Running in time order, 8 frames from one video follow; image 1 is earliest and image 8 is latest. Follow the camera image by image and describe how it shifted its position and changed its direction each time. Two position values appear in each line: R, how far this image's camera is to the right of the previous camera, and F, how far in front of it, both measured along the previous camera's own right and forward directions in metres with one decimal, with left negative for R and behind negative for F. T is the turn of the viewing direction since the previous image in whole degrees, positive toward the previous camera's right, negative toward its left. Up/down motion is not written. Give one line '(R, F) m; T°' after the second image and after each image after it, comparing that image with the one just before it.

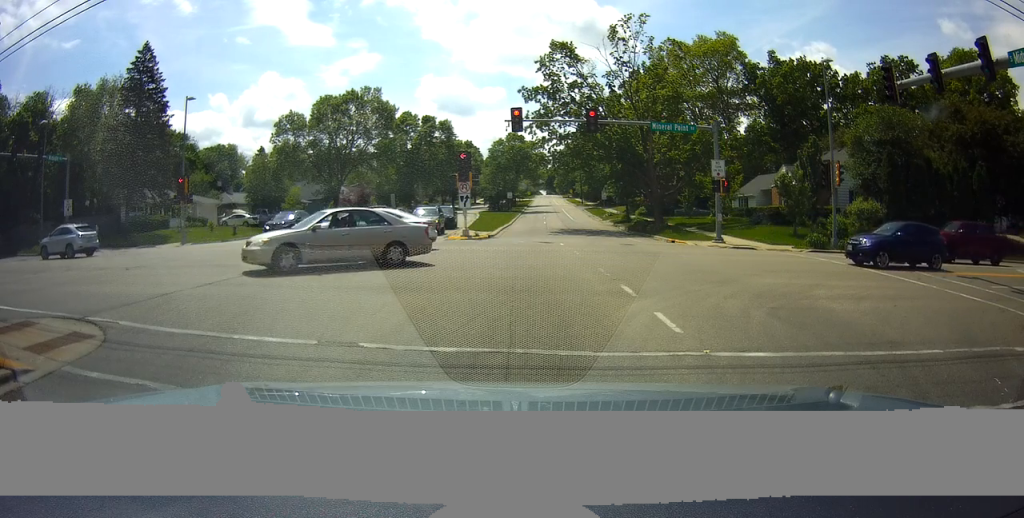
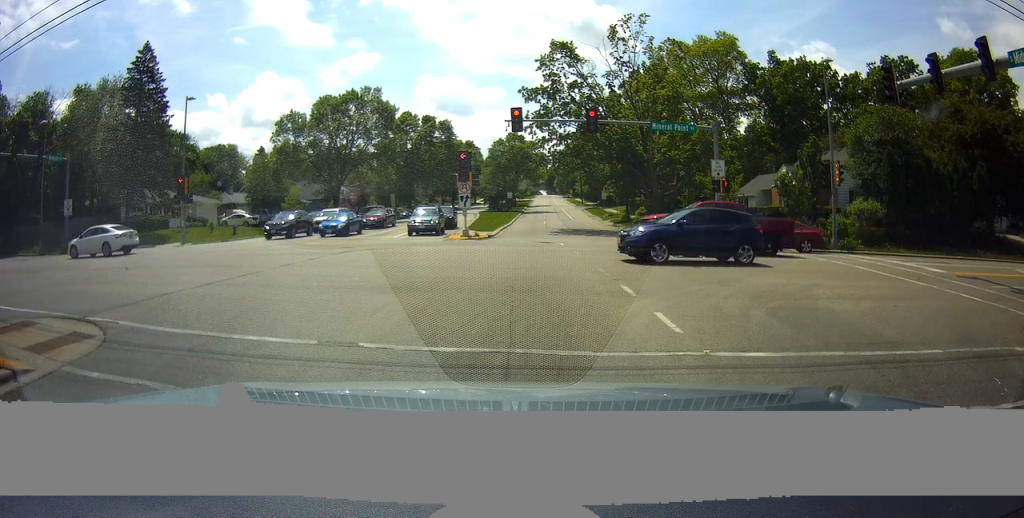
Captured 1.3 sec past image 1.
(0.0, 0.0) m; 0°
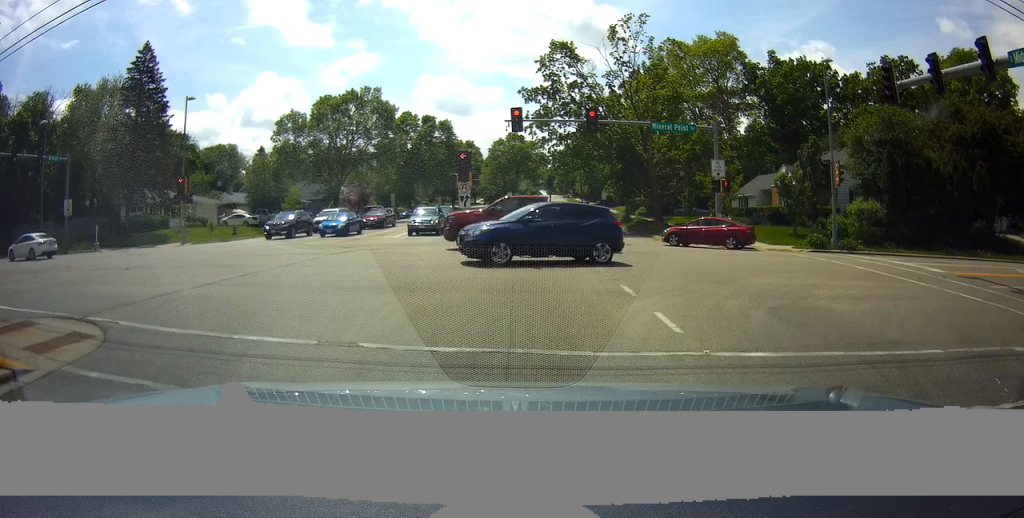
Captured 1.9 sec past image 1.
(0.0, 0.0) m; 0°
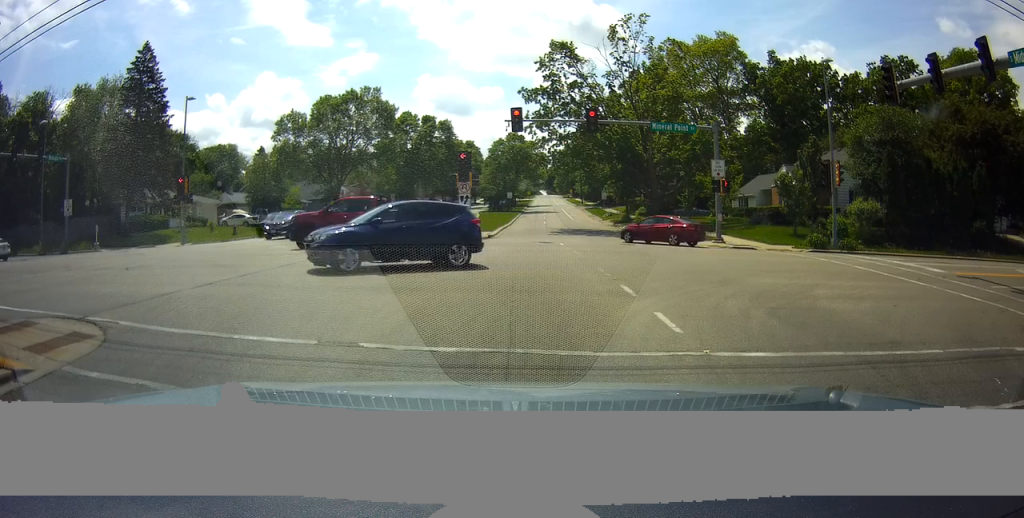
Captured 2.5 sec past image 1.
(0.0, 0.0) m; 0°
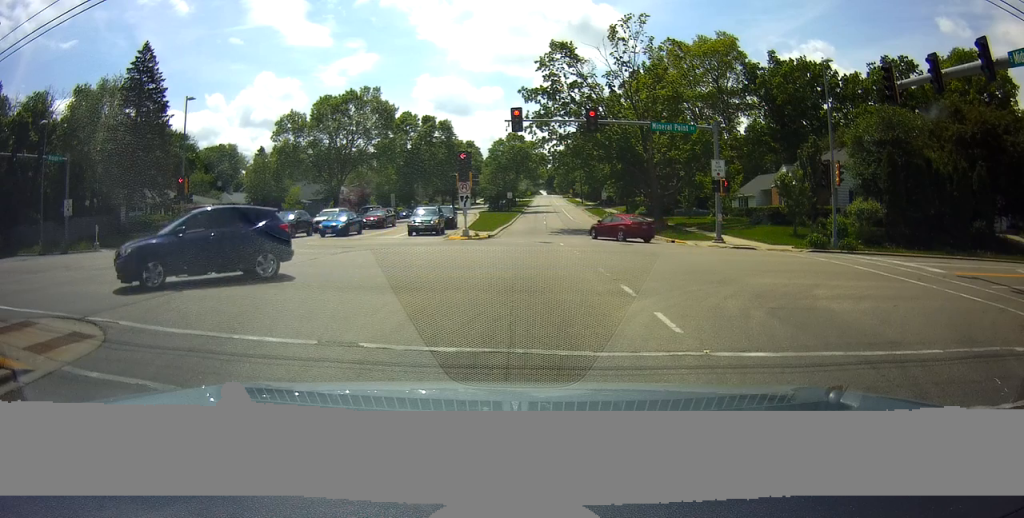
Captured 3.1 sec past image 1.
(0.0, 0.0) m; 0°
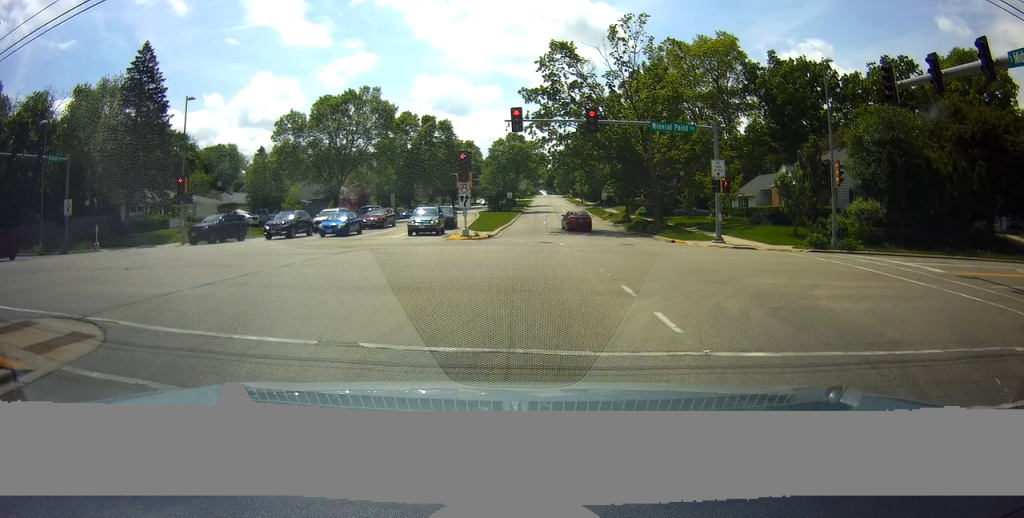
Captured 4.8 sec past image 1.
(0.0, 0.0) m; 0°
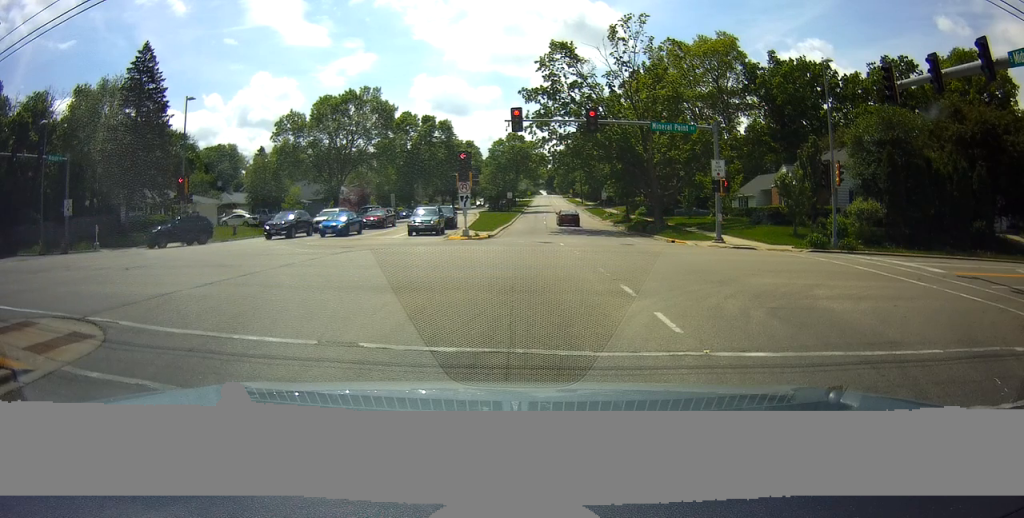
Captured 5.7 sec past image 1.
(0.0, 0.0) m; 0°
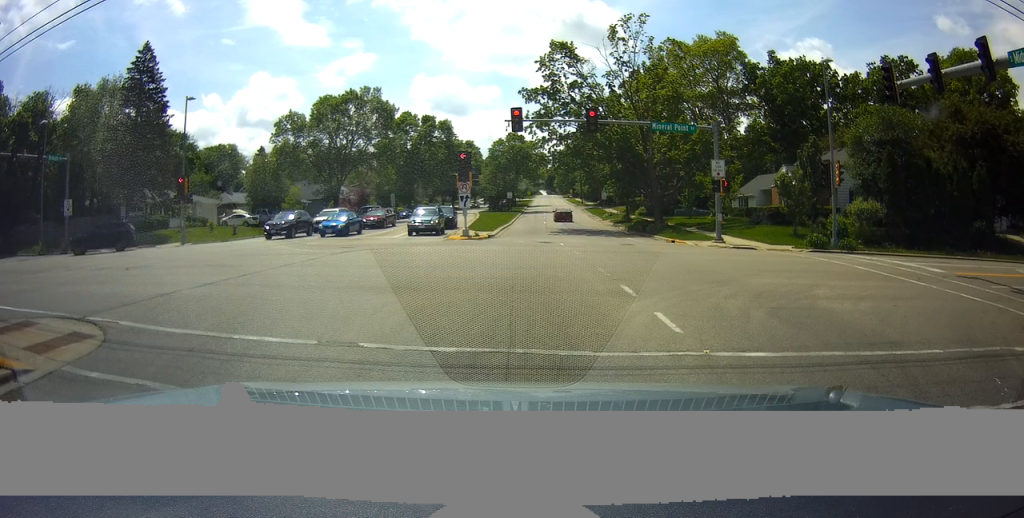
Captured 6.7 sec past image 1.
(0.0, 0.0) m; 0°
